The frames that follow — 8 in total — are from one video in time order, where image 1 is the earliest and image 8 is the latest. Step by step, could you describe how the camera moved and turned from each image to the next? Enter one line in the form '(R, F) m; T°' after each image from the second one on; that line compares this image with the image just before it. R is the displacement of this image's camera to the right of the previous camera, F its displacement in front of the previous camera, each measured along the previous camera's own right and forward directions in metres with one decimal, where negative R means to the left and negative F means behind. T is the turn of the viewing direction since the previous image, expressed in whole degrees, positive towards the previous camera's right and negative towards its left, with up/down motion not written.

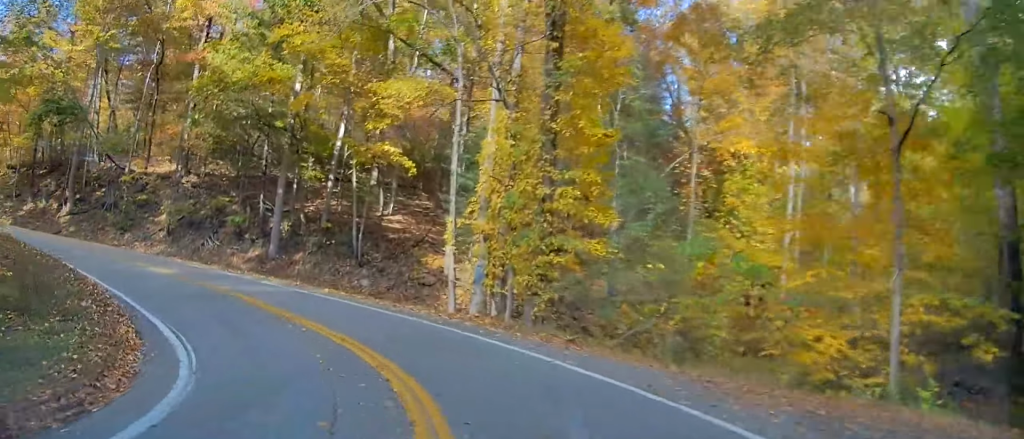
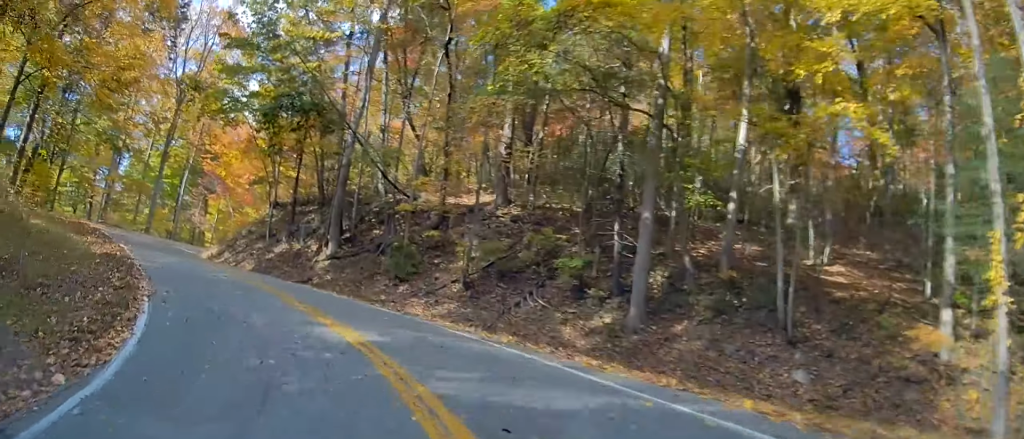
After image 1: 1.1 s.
(-3.2, +12.8) m; -34°
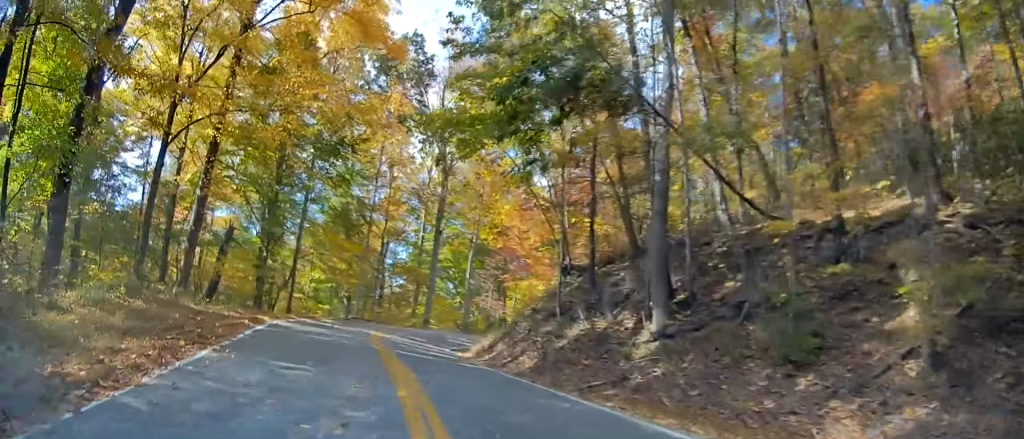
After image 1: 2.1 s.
(-3.0, +9.9) m; -25°
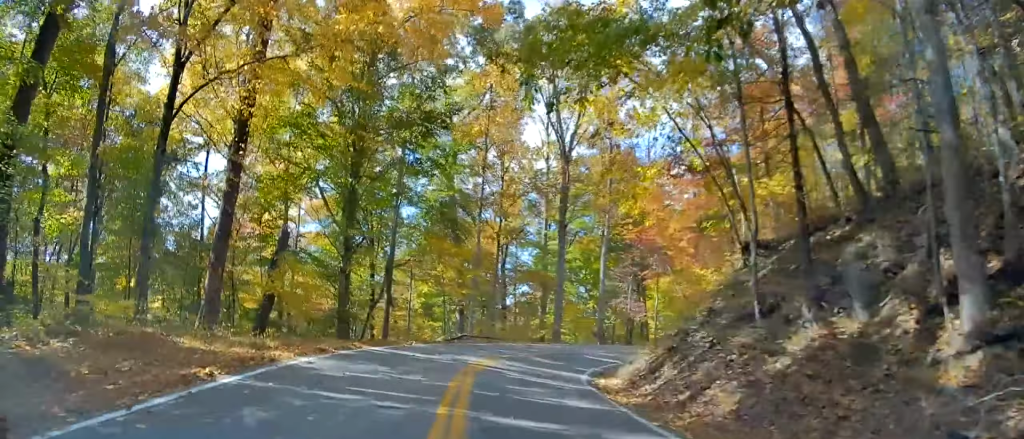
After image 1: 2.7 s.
(-1.0, +7.4) m; -9°
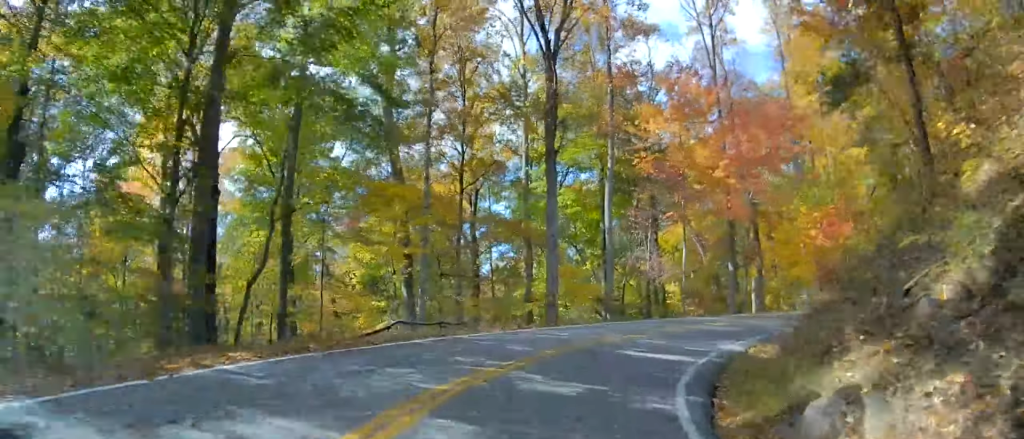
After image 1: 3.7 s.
(-0.6, +12.1) m; +2°
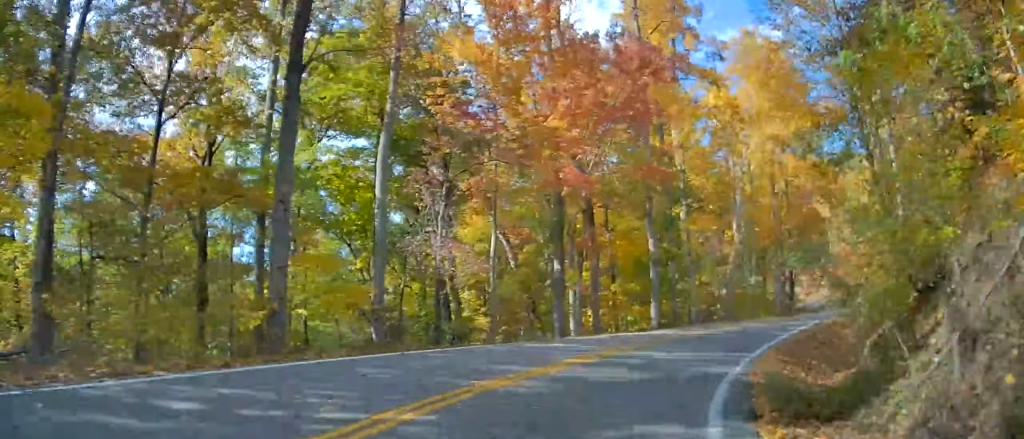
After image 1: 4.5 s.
(+0.5, +11.5) m; +12°
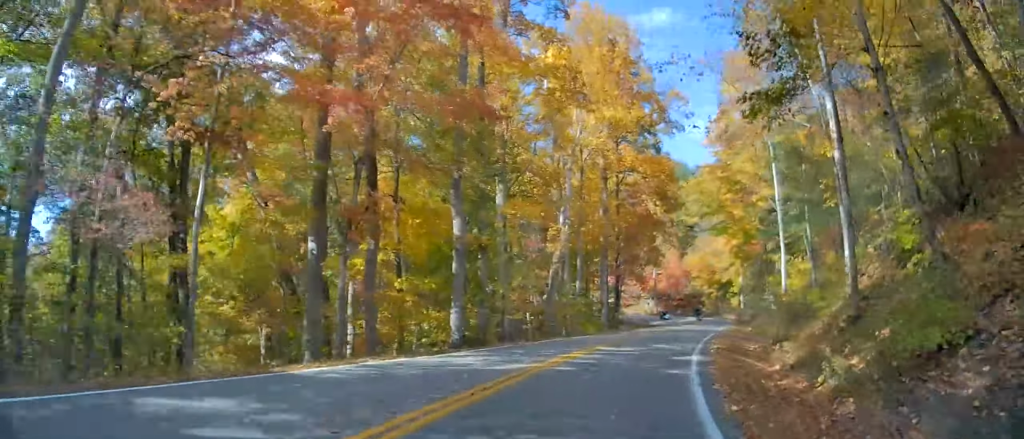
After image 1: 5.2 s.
(+1.4, +9.8) m; +12°
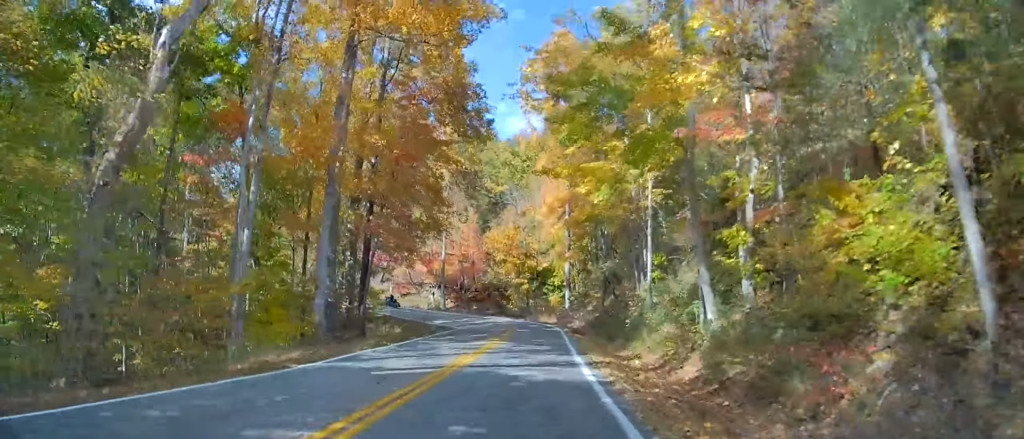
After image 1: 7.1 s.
(+6.5, +27.5) m; +18°
